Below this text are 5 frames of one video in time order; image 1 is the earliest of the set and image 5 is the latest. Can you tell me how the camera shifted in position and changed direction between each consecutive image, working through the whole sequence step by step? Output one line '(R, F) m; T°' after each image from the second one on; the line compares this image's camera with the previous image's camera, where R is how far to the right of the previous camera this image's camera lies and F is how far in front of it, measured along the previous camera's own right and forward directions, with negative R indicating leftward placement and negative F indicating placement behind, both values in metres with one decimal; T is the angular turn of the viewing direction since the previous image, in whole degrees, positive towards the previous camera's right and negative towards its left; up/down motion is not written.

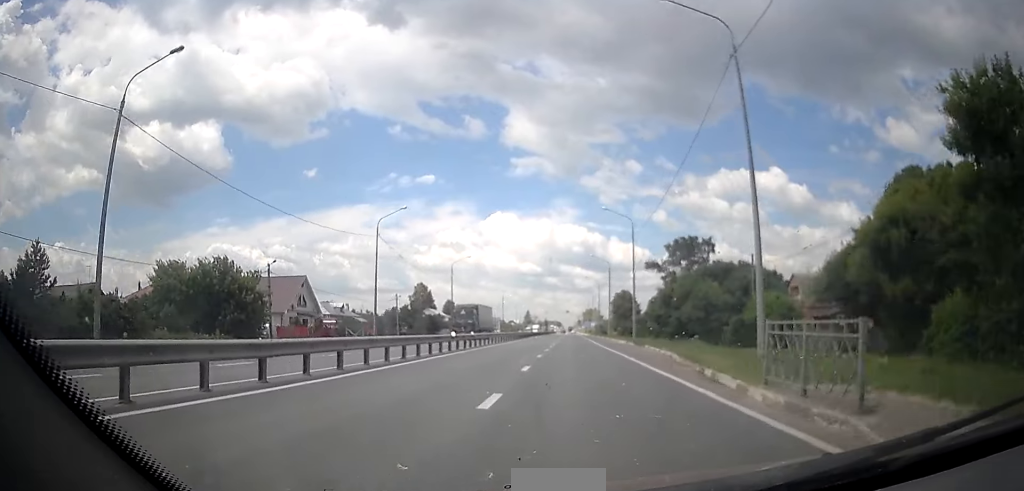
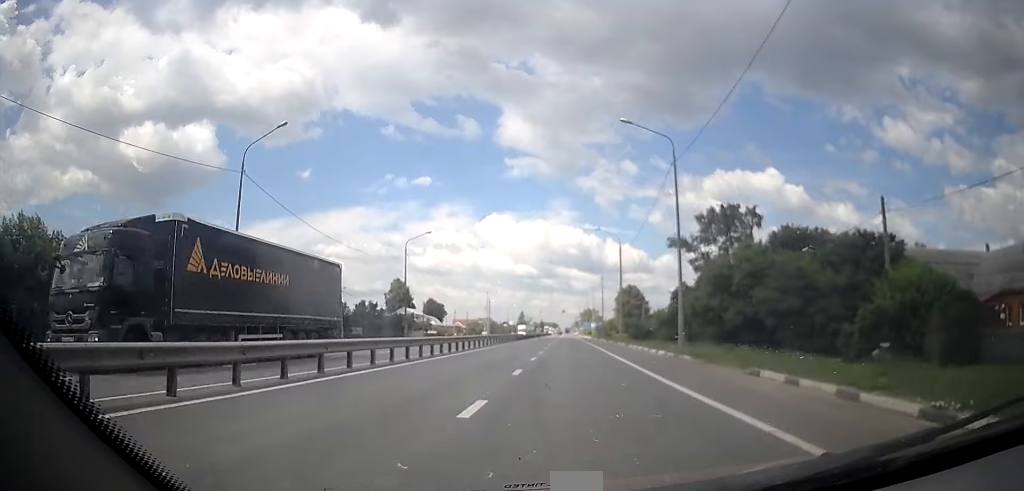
(-1.1, +24.4) m; -1°
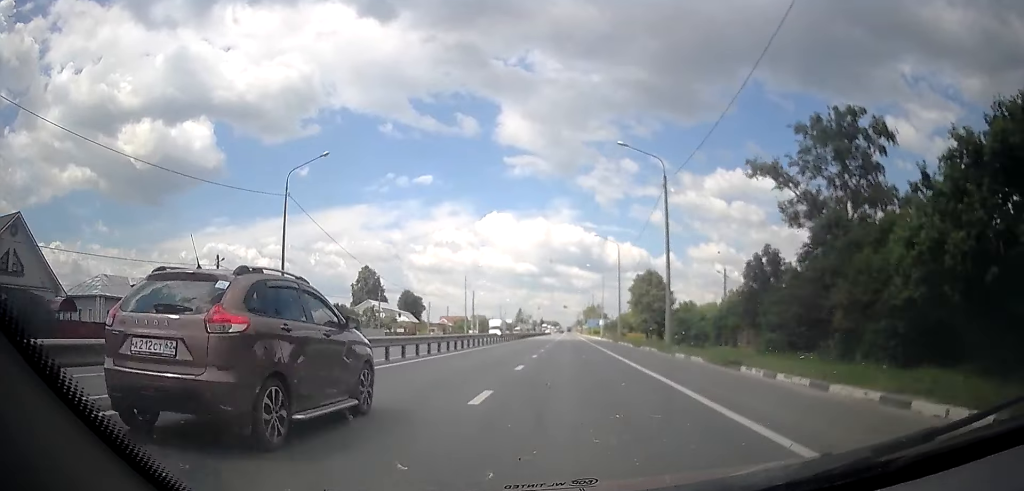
(+1.2, +30.6) m; +2°
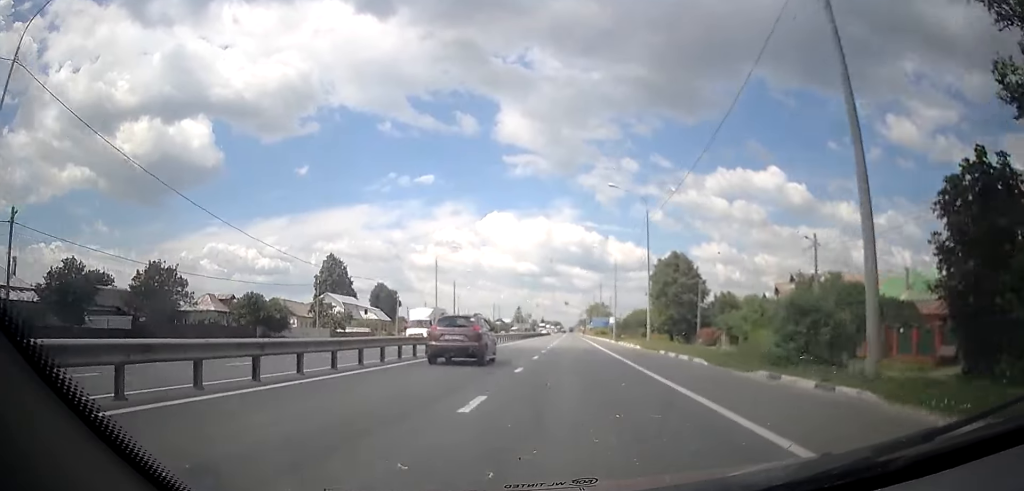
(+0.2, +24.8) m; -2°
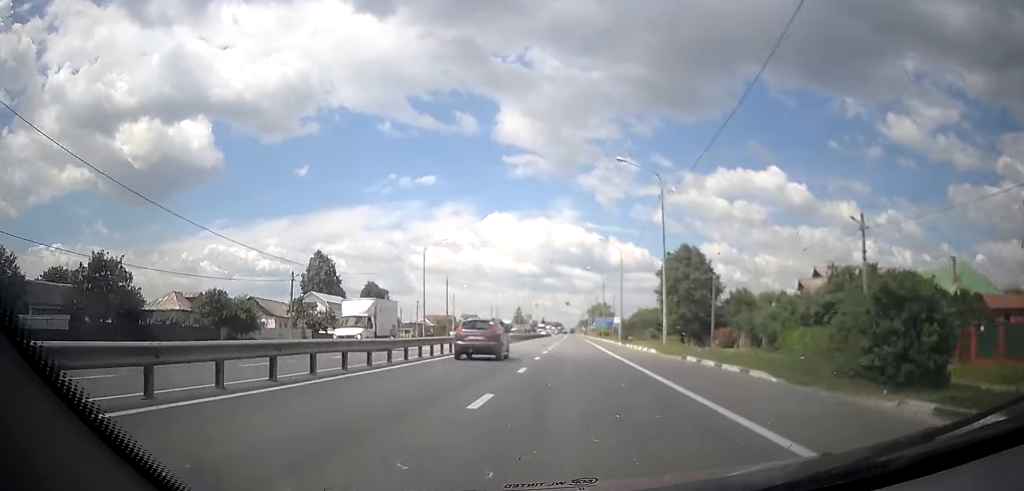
(0.0, +7.3) m; -2°
